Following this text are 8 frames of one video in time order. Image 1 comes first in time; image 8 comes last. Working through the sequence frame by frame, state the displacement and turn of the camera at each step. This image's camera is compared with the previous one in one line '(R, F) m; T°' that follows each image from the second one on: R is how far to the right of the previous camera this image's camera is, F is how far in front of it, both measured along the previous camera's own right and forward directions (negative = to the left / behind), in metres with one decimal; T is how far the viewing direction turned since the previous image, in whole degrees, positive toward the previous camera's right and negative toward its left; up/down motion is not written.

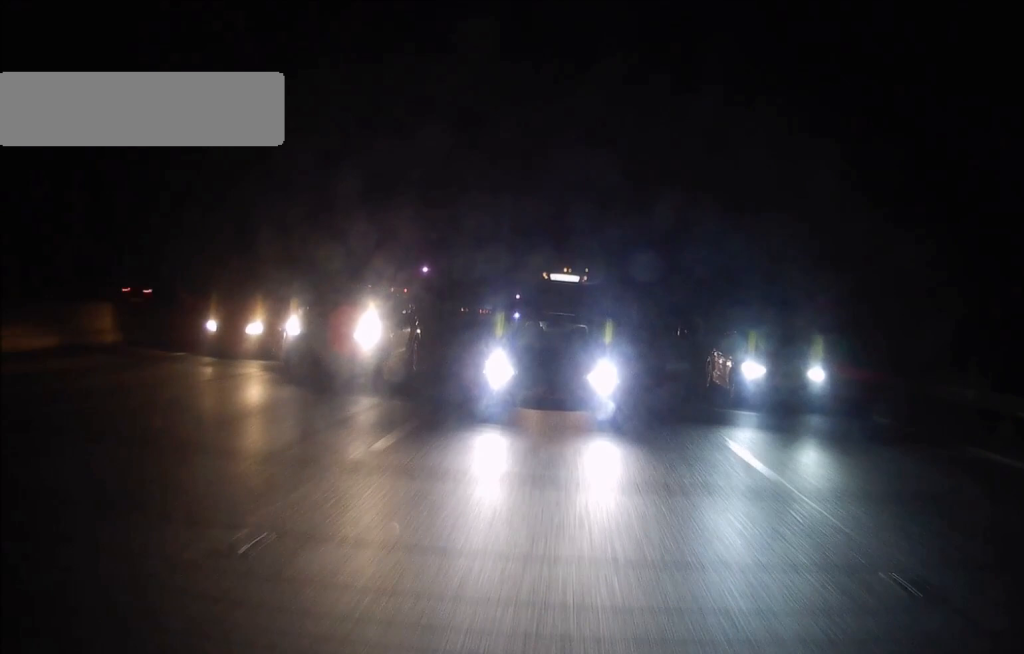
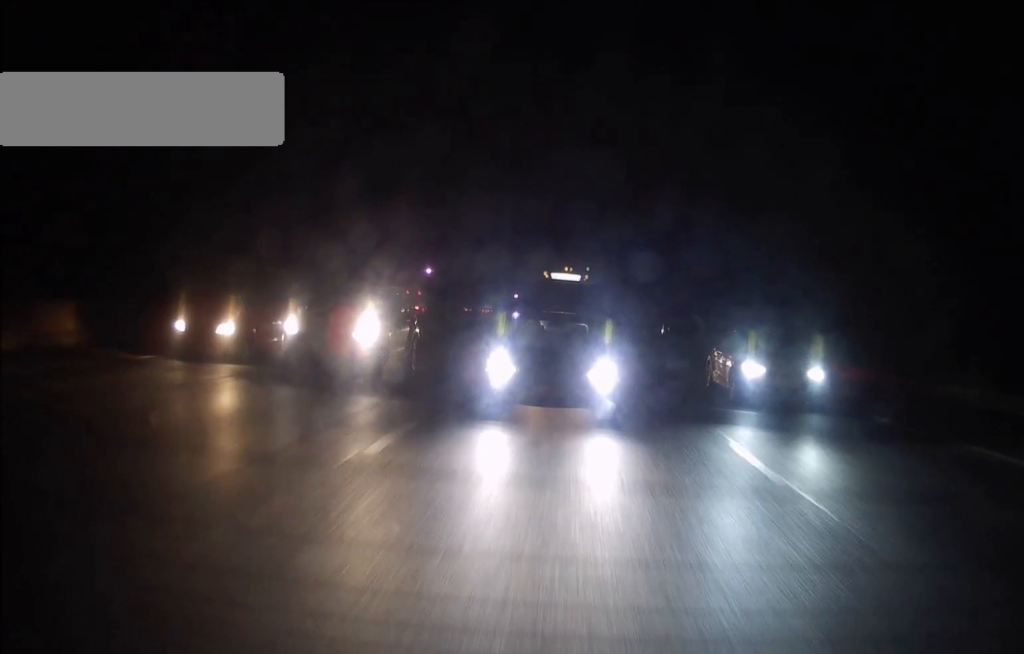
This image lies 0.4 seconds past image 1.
(0.0, +8.6) m; 0°
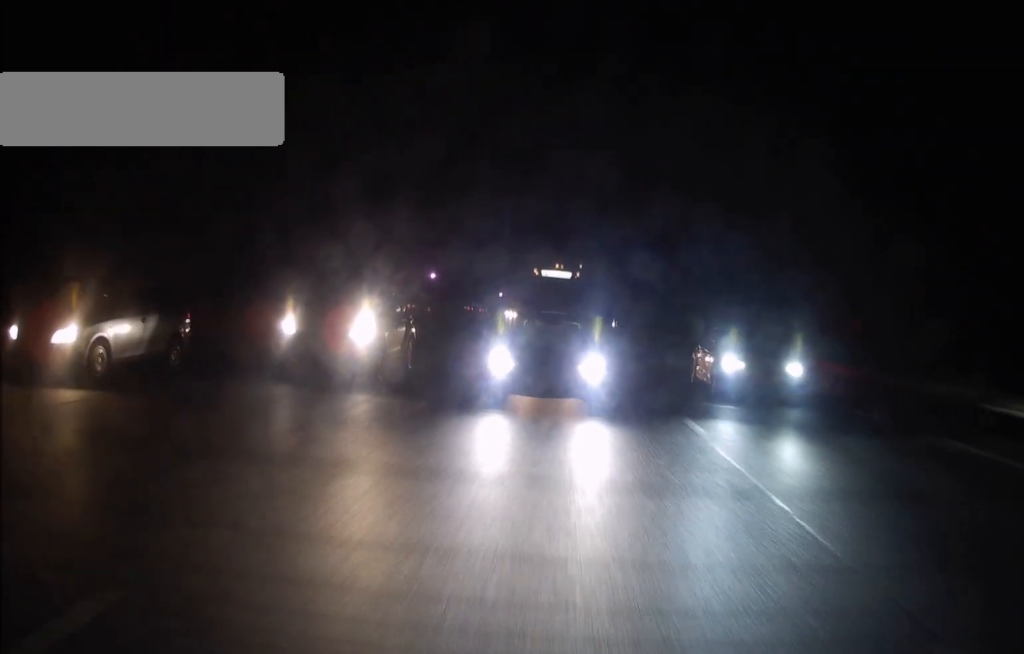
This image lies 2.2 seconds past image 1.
(+0.3, +38.6) m; +1°
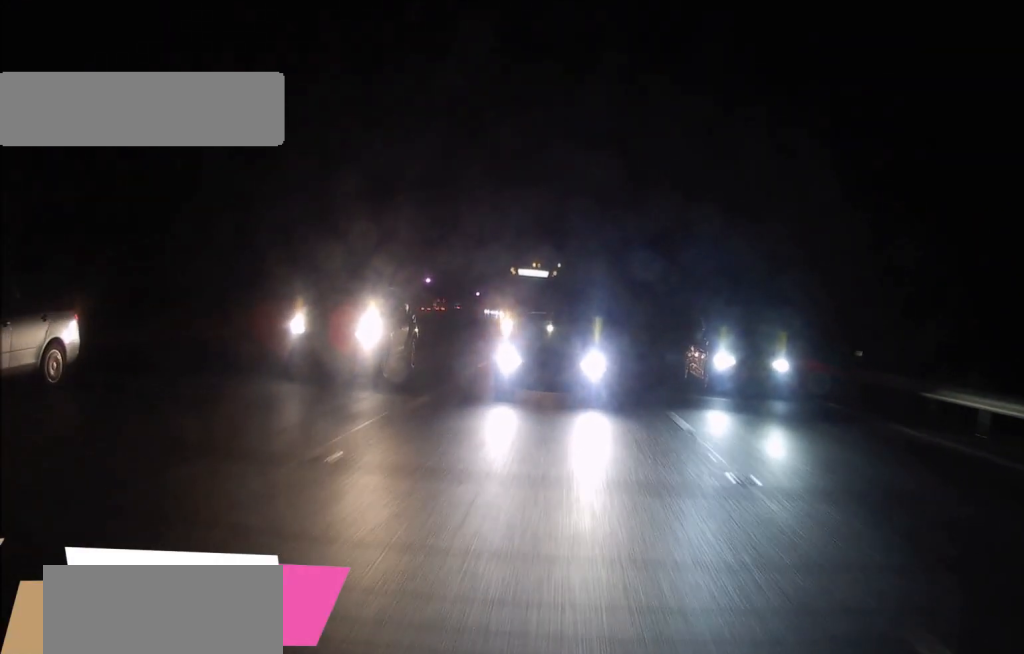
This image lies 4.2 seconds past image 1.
(+1.2, +45.5) m; +2°
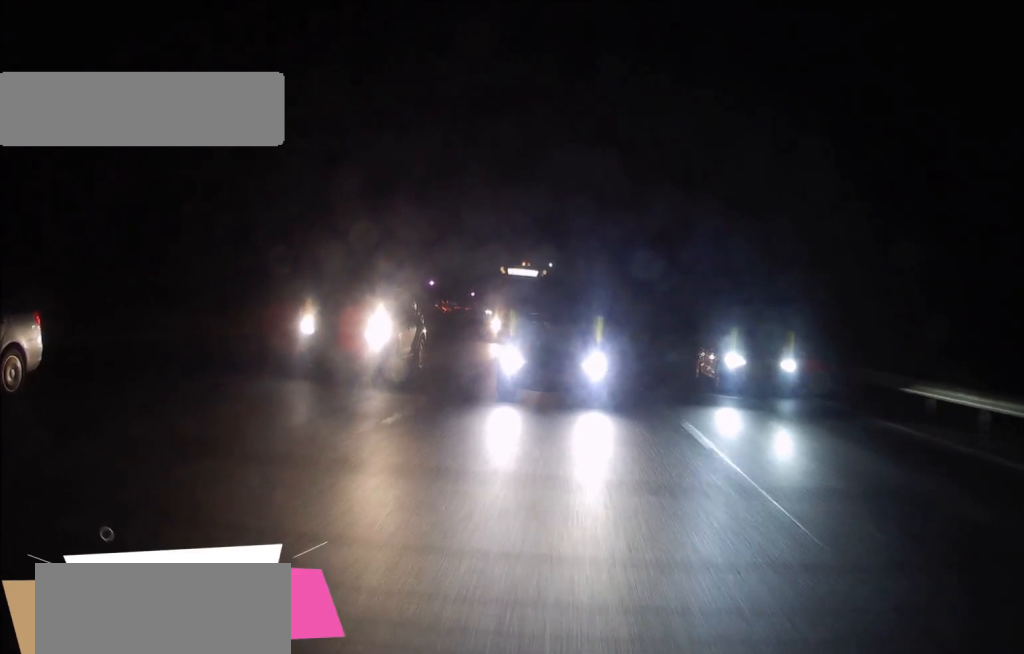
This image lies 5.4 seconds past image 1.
(0.0, +25.7) m; +1°
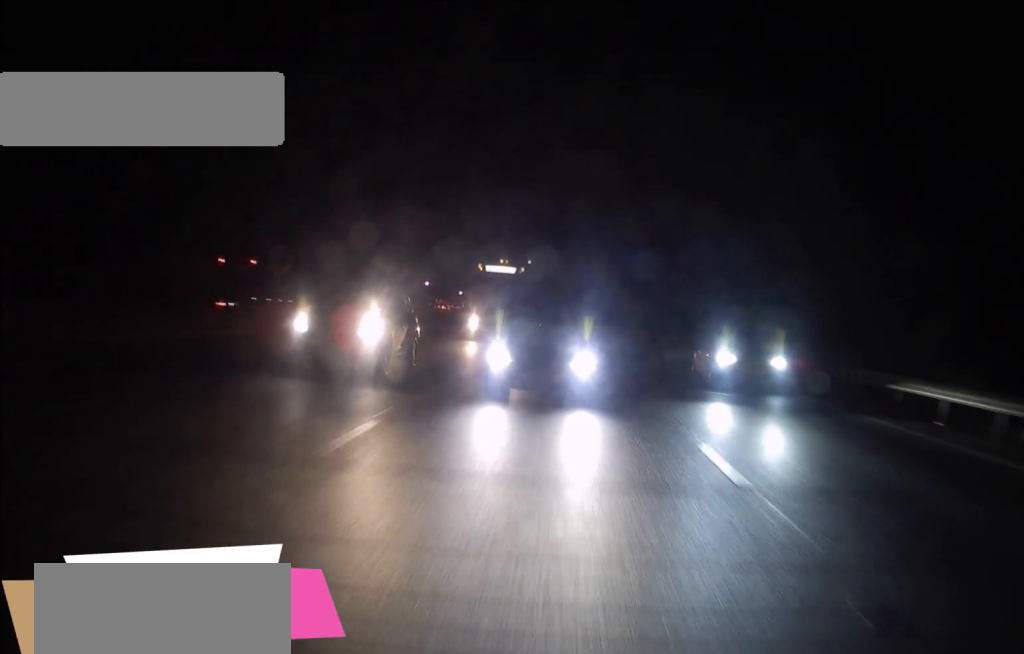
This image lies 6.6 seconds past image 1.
(+0.3, +25.6) m; +1°
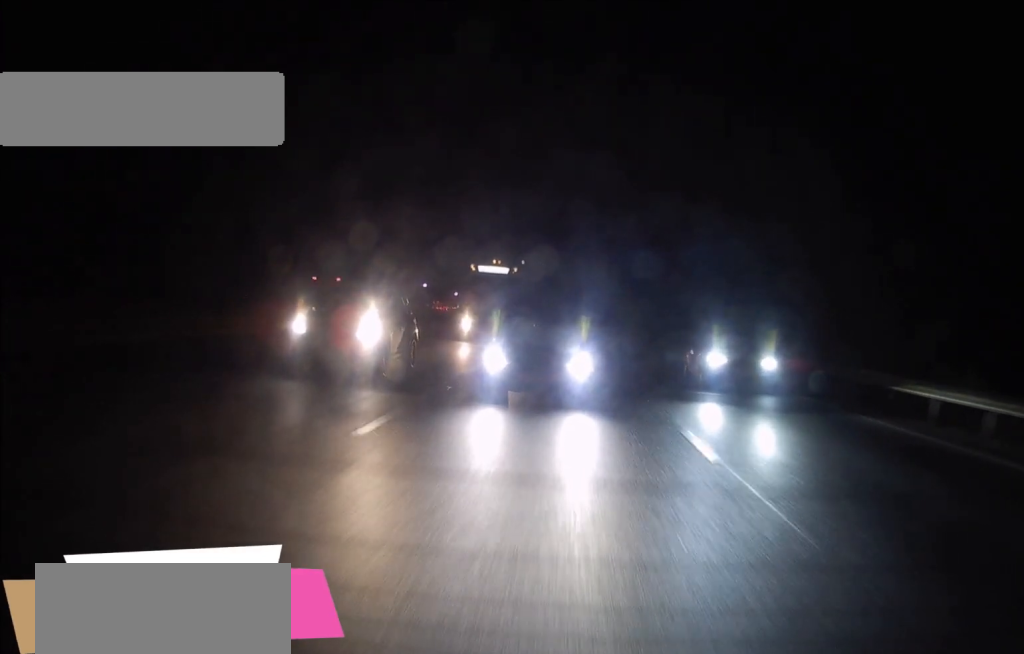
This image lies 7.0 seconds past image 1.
(+0.1, +10.2) m; 0°
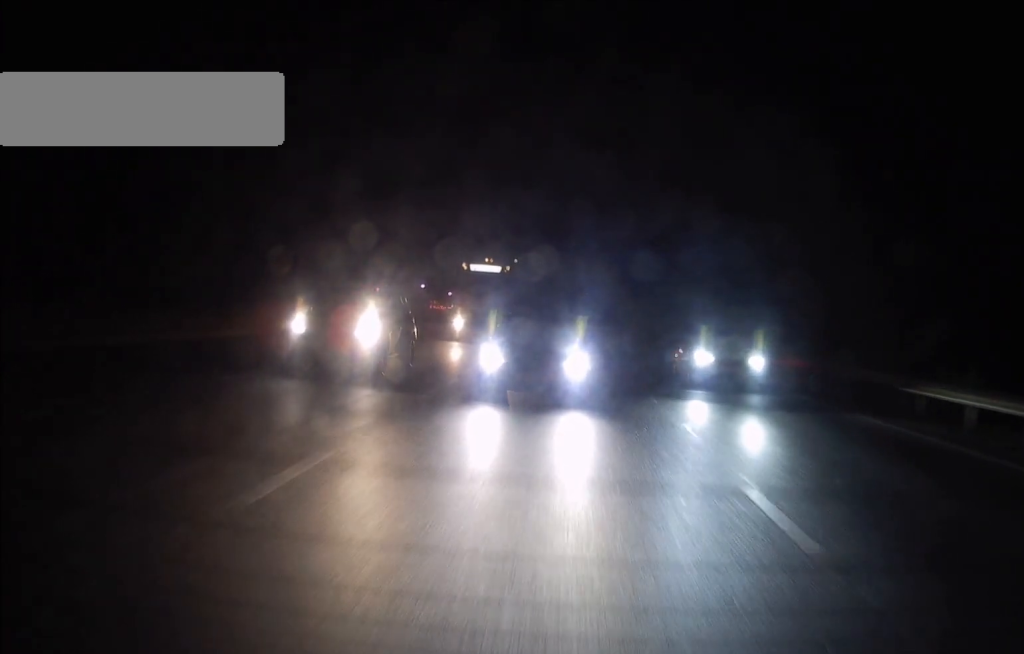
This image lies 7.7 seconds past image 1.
(+0.1, +14.6) m; 0°
